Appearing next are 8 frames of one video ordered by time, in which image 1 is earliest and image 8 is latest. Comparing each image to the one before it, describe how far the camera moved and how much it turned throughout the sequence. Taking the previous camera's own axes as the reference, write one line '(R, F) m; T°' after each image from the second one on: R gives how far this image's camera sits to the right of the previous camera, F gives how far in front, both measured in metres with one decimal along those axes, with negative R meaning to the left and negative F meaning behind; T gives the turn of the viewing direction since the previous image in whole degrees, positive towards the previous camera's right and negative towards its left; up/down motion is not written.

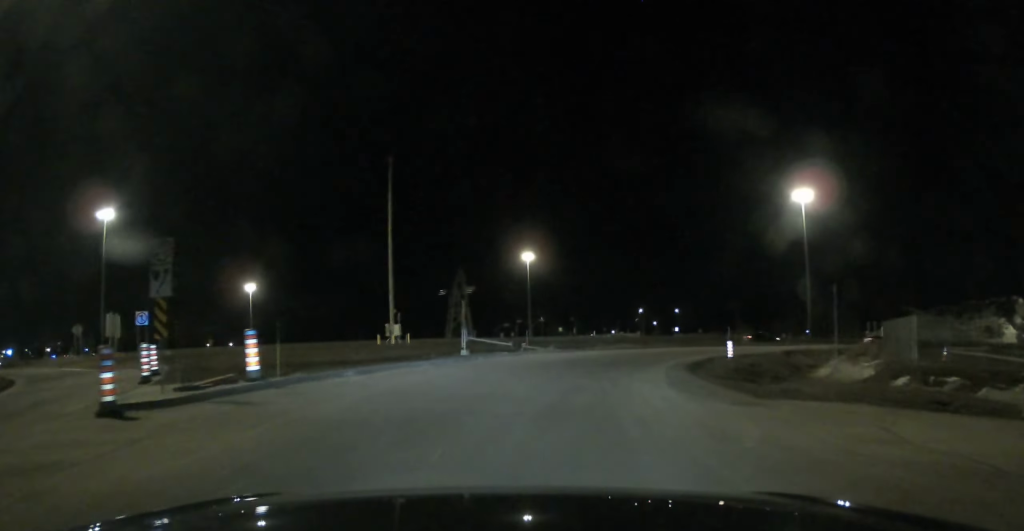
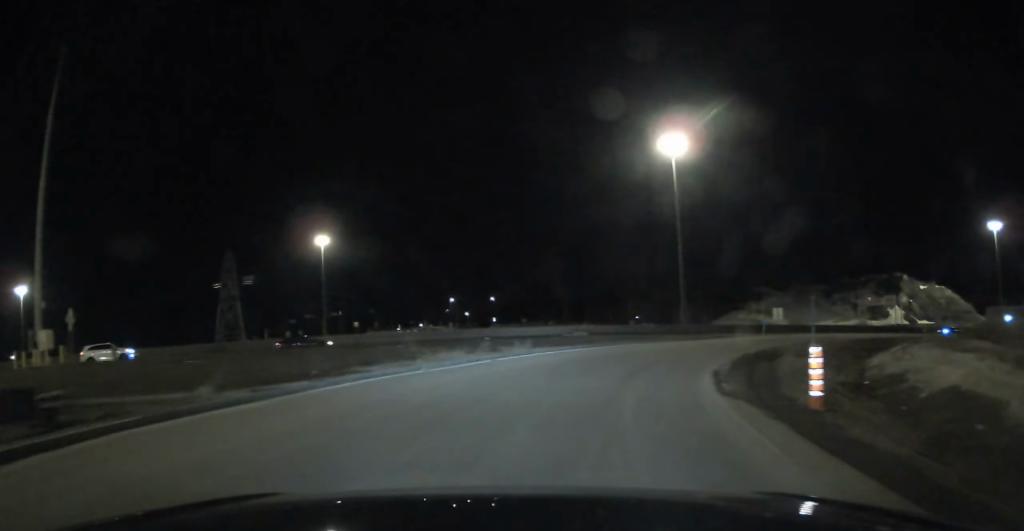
(-1.1, +32.3) m; +9°
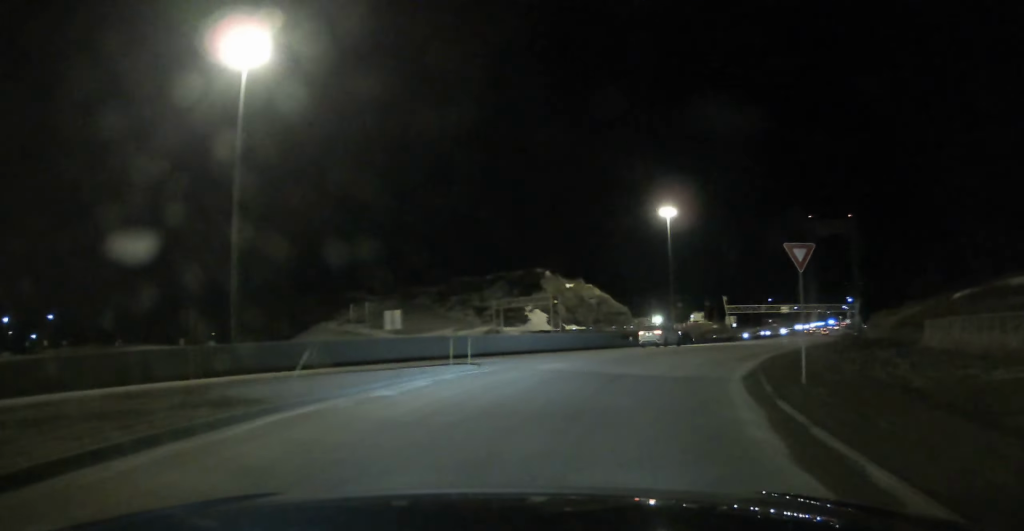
(+8.7, +38.4) m; +30°
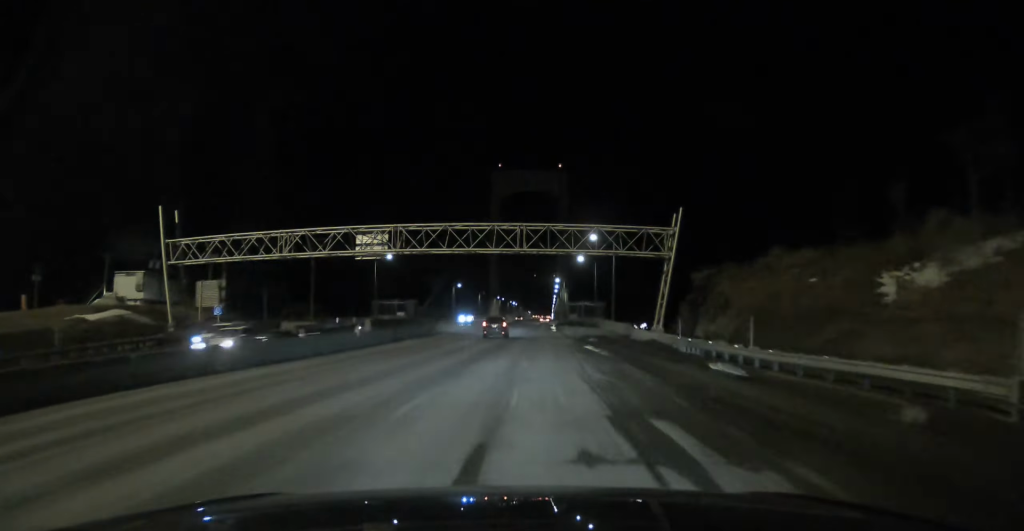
(+76.0, +153.2) m; +31°
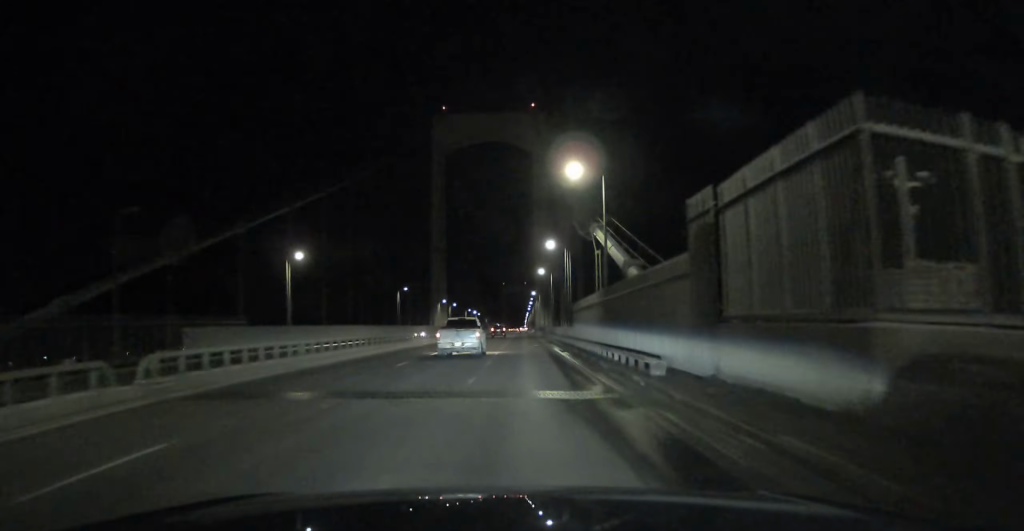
(+1.0, +109.1) m; +1°
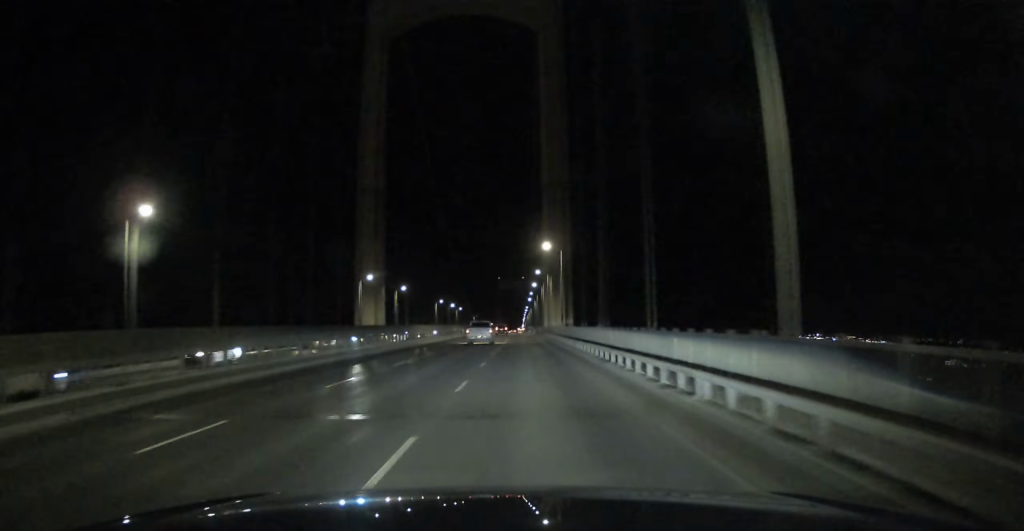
(+0.4, +93.3) m; 0°
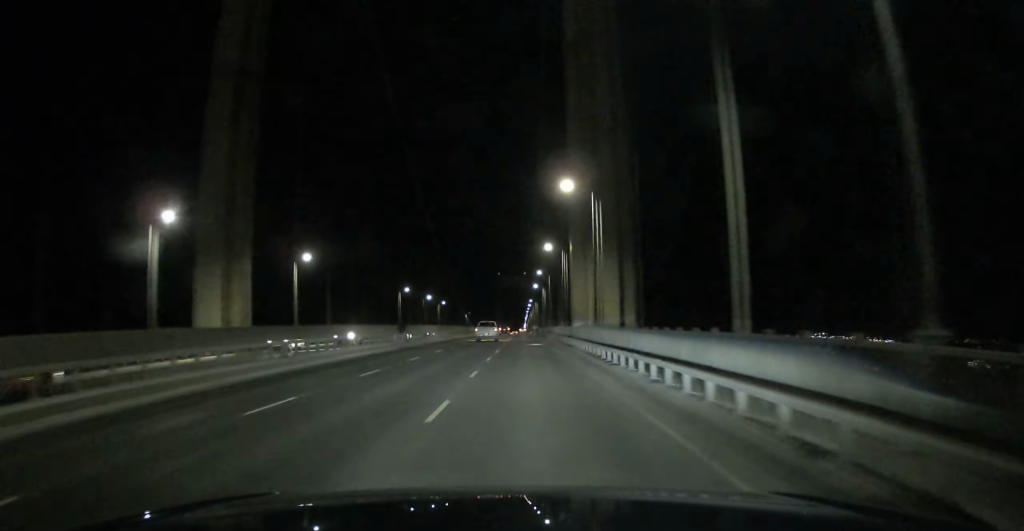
(-0.1, +59.8) m; 0°
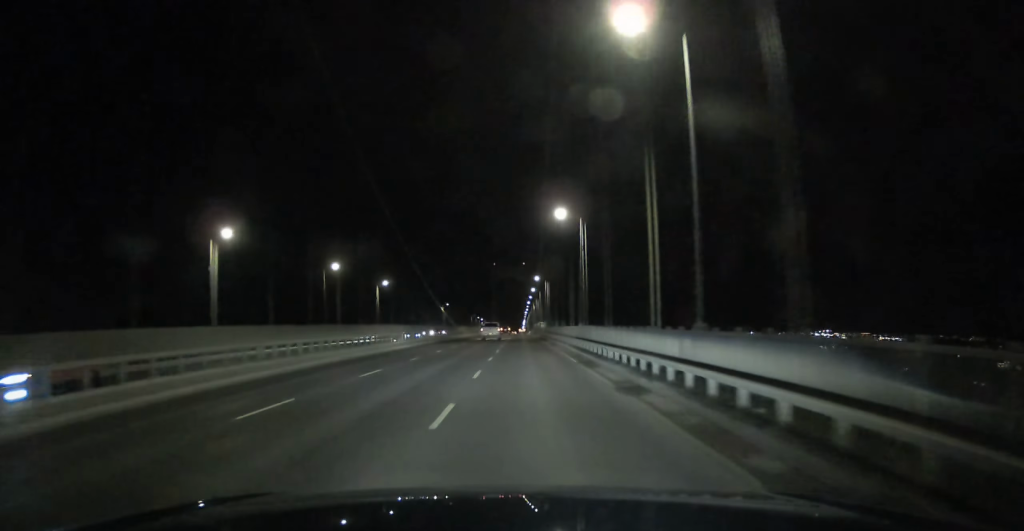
(+0.3, +84.1) m; 0°
